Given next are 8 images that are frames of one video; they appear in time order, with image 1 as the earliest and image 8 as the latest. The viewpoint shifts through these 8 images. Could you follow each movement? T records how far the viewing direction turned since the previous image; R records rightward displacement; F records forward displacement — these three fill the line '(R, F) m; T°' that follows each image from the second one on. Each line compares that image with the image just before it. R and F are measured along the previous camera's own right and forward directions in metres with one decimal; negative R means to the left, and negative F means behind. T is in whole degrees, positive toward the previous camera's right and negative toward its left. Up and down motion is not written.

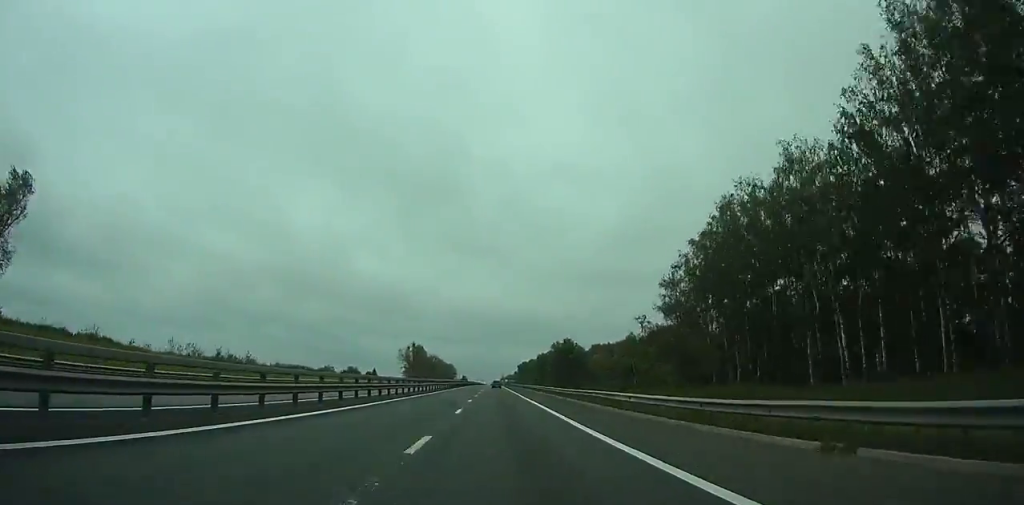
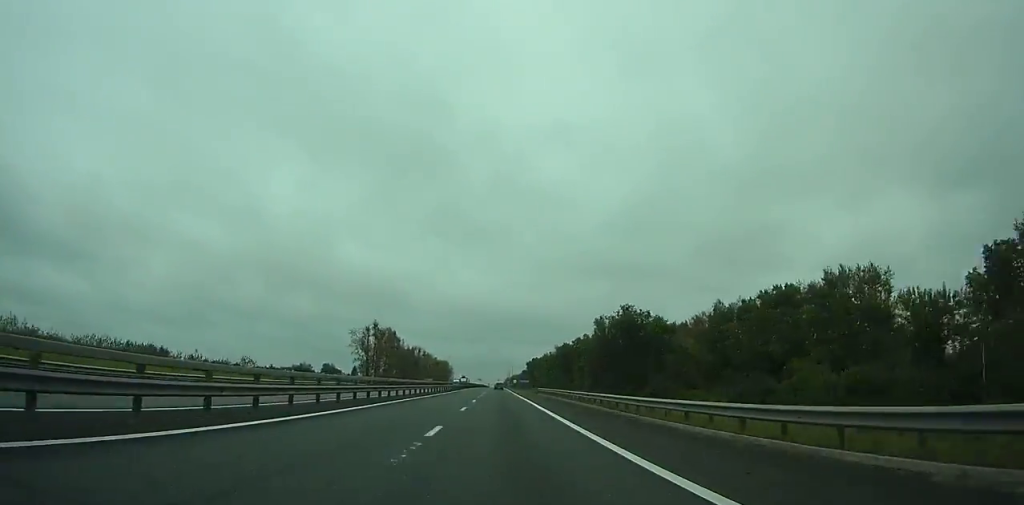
(+1.3, +94.0) m; +1°
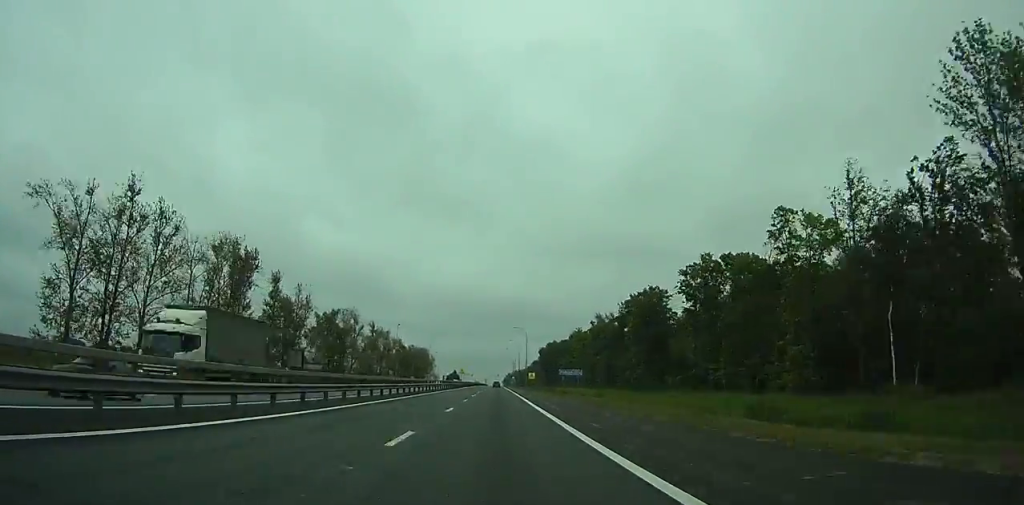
(+0.2, +123.8) m; 0°
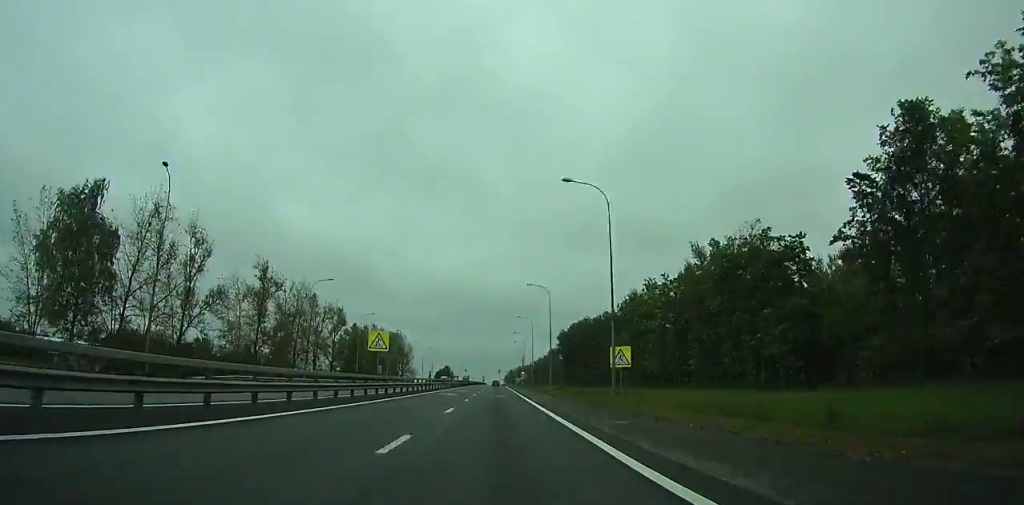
(0.0, +84.4) m; +2°
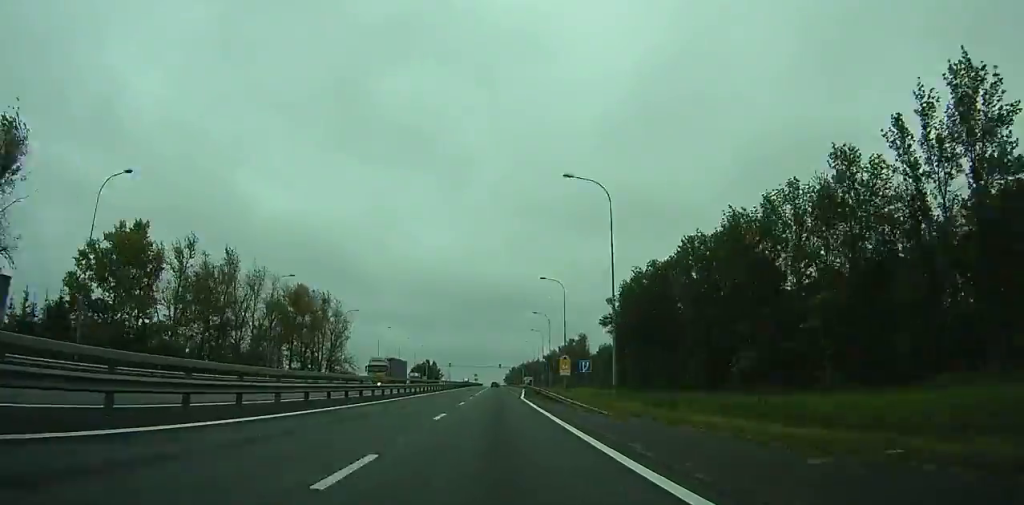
(+5.2, +98.6) m; +4°
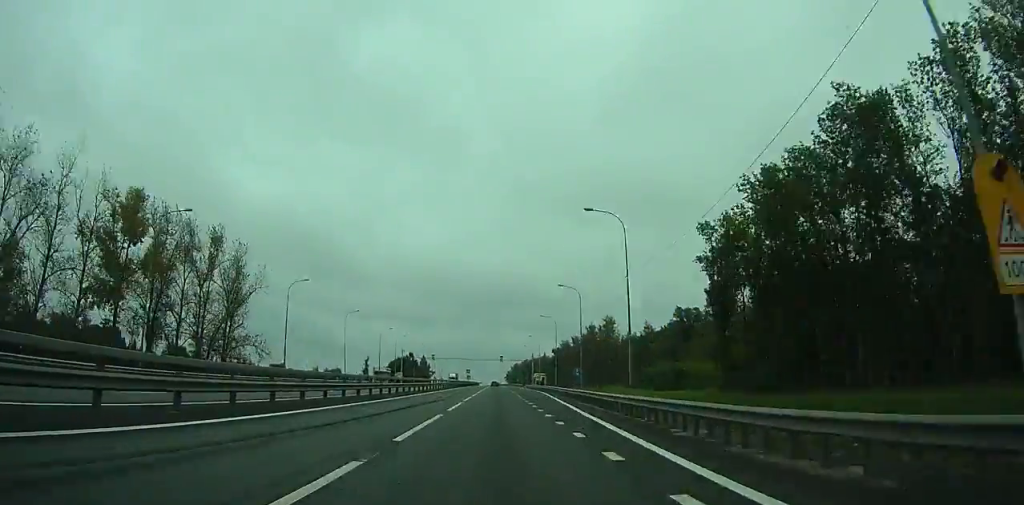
(-0.2, +55.1) m; -6°
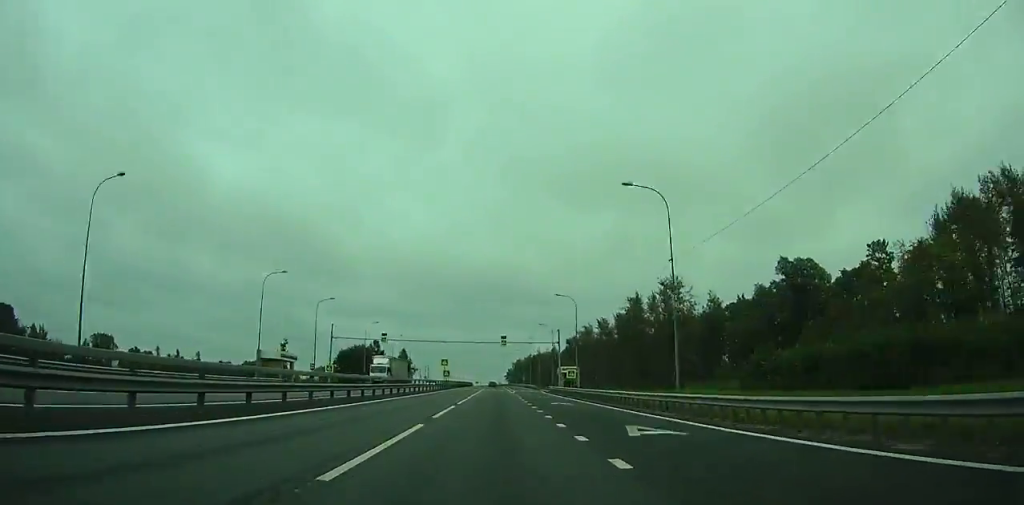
(-4.9, +66.2) m; -6°
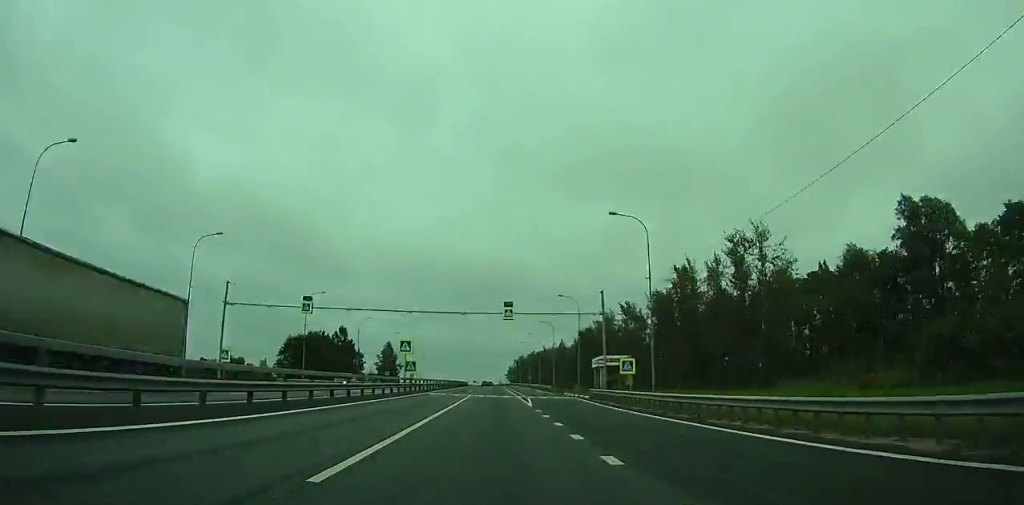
(-5.7, +38.3) m; -1°
